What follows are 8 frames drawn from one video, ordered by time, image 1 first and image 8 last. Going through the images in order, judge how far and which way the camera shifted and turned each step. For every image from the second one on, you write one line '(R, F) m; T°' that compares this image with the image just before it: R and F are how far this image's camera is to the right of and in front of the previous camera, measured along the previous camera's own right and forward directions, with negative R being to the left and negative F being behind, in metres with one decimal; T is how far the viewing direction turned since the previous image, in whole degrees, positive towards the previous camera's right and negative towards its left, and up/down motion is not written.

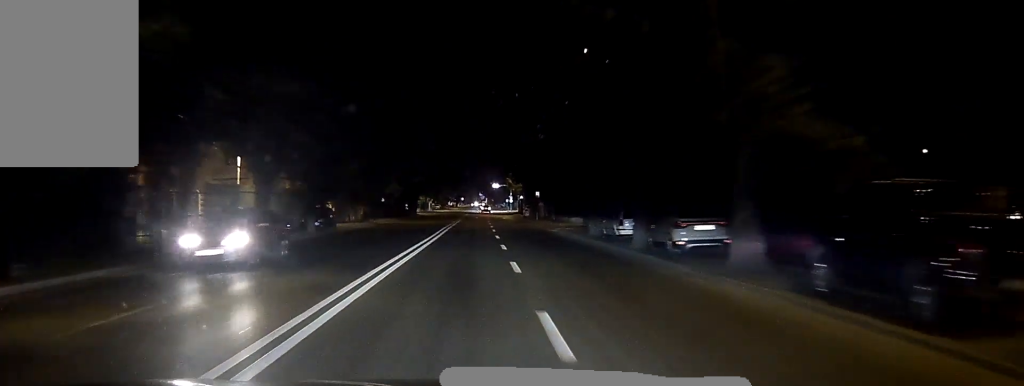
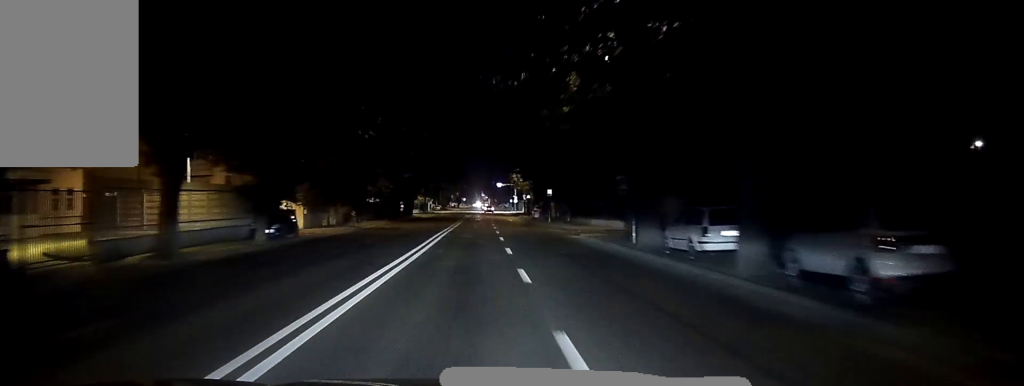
(0.0, +10.5) m; 0°
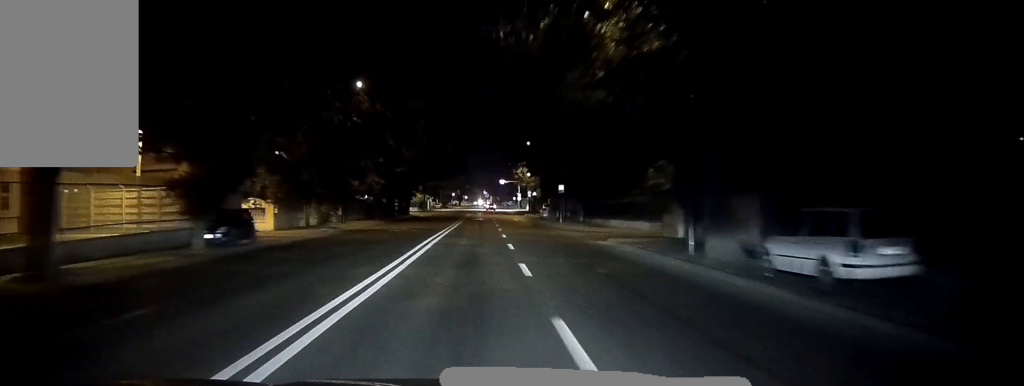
(0.0, +7.7) m; 0°
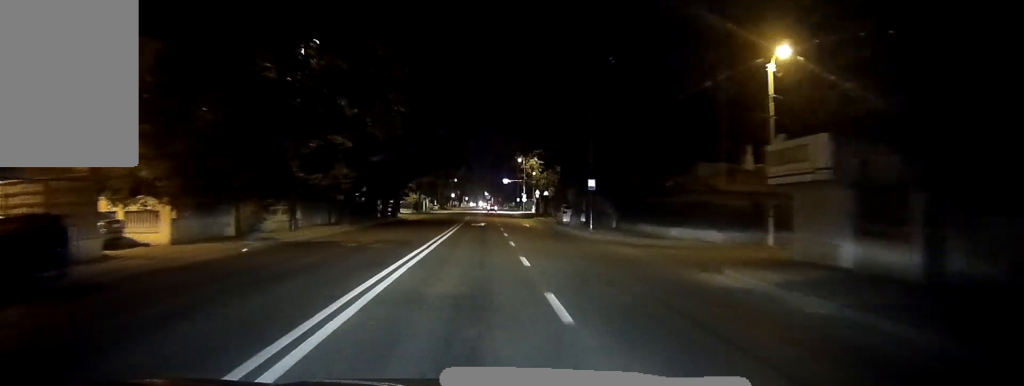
(0.0, +14.9) m; 0°
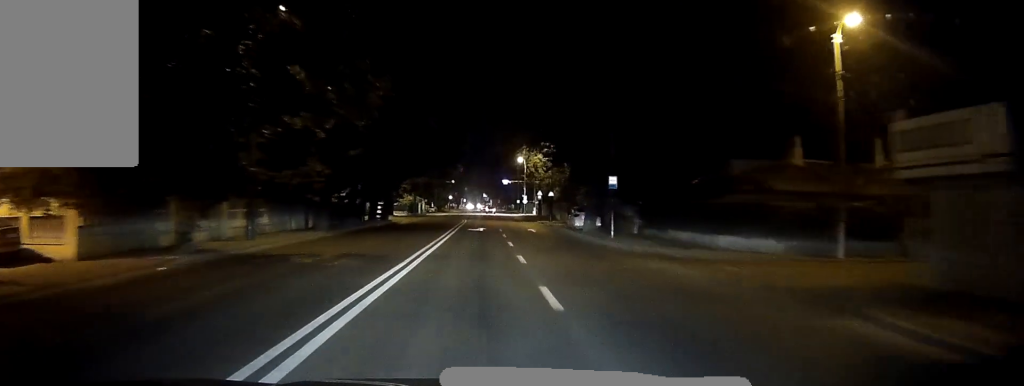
(0.0, +7.1) m; 0°
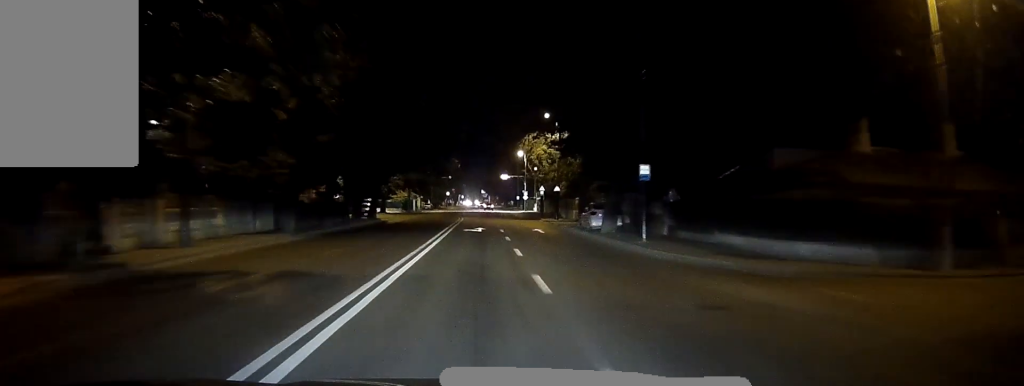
(0.0, +7.1) m; 0°
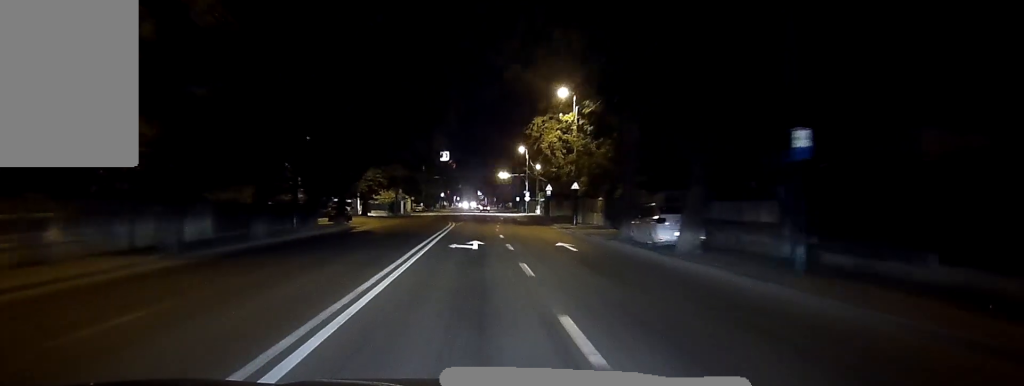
(0.0, +14.1) m; -1°
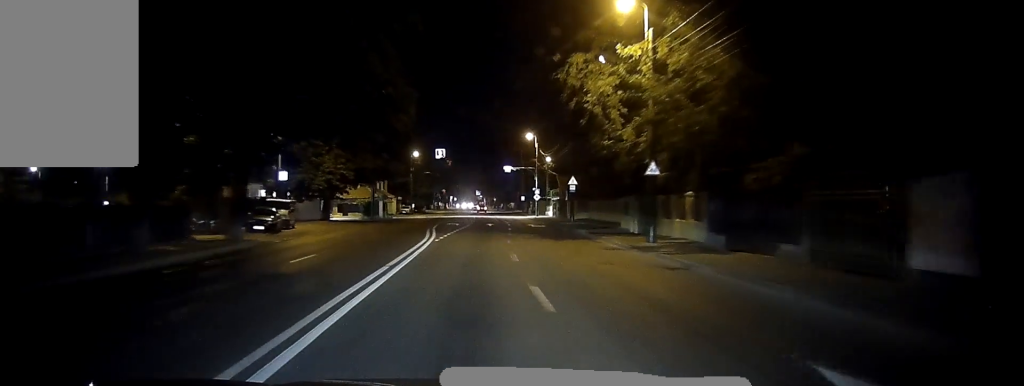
(+0.1, +22.2) m; +1°
